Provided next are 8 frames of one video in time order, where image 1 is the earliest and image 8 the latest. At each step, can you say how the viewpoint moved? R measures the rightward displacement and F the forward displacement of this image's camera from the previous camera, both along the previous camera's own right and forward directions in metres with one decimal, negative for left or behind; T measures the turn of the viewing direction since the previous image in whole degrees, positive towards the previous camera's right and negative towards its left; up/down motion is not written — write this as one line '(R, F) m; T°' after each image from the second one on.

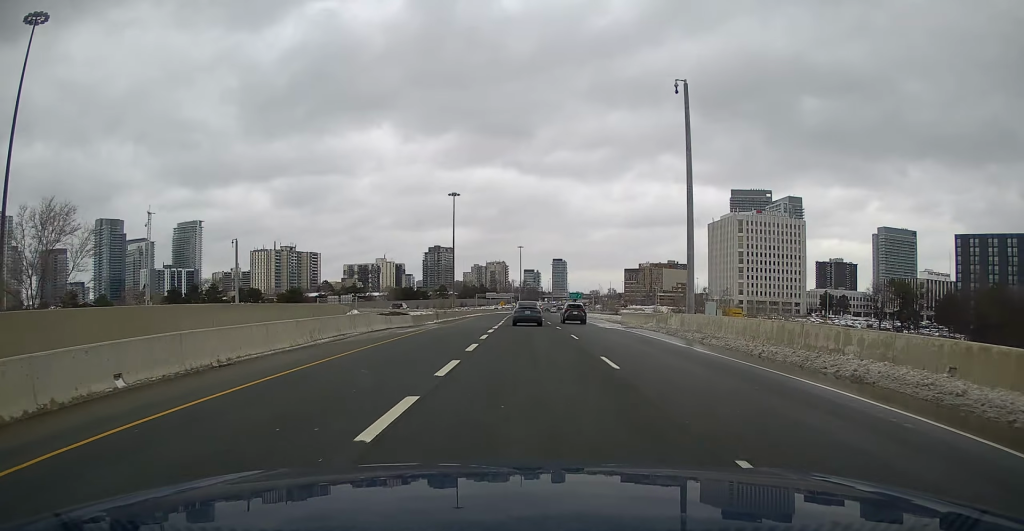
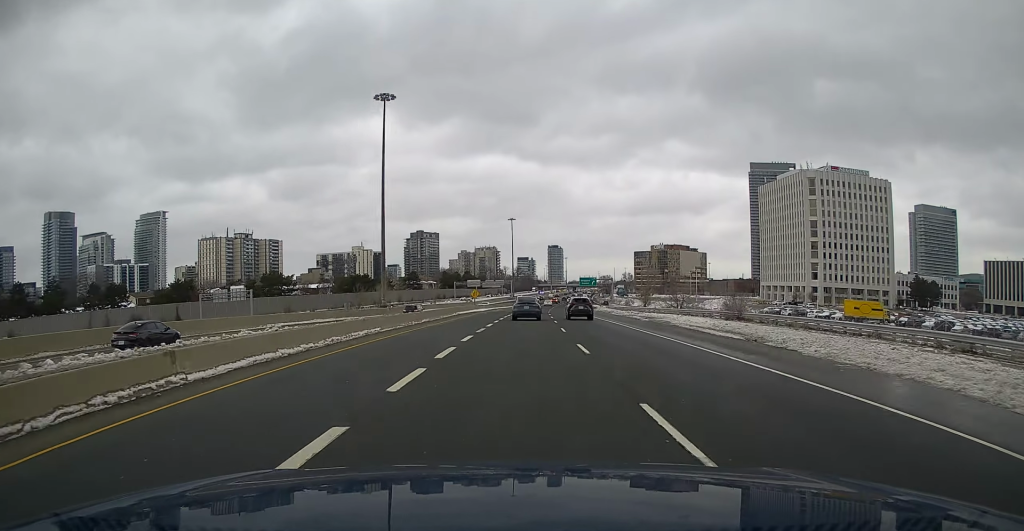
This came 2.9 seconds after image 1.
(-0.4, +78.7) m; +1°
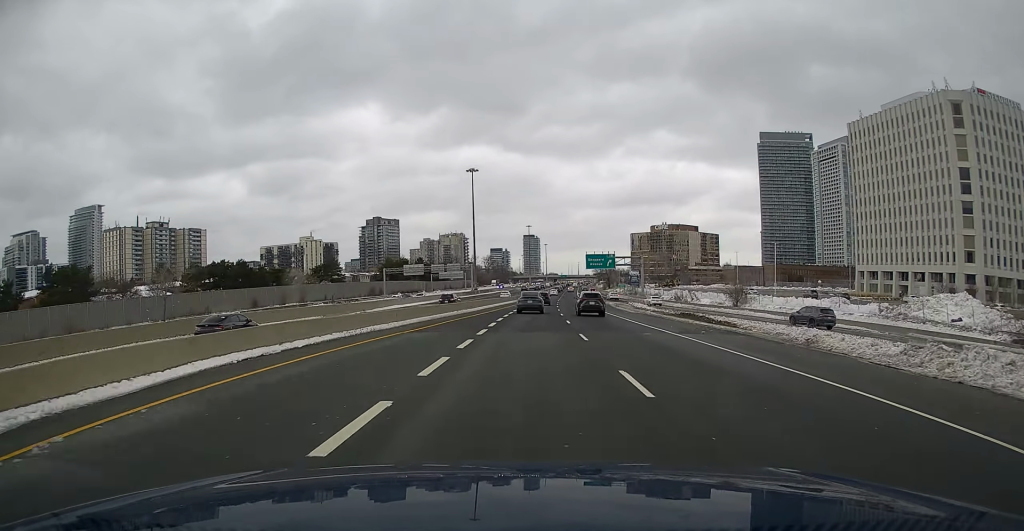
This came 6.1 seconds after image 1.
(+1.4, +90.3) m; +2°
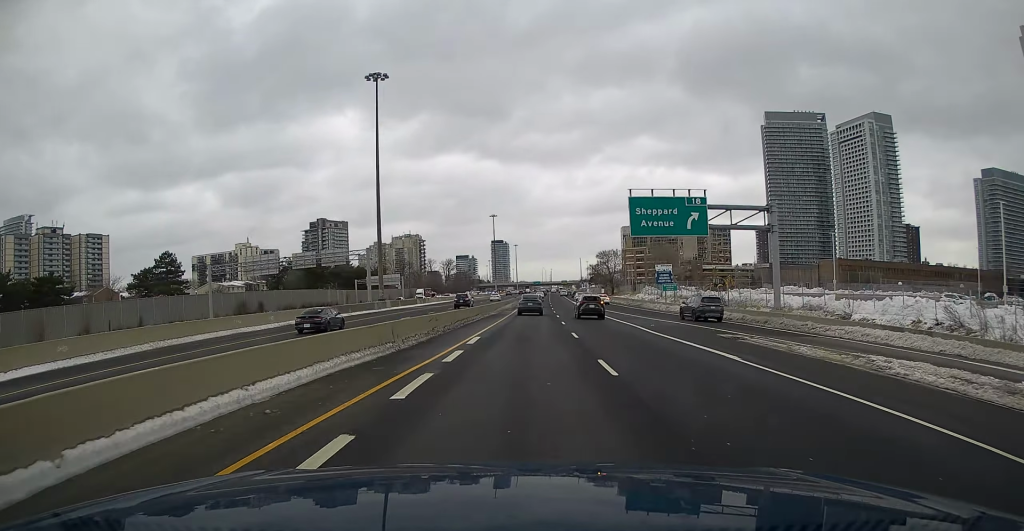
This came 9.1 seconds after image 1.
(+1.6, +82.1) m; +2°
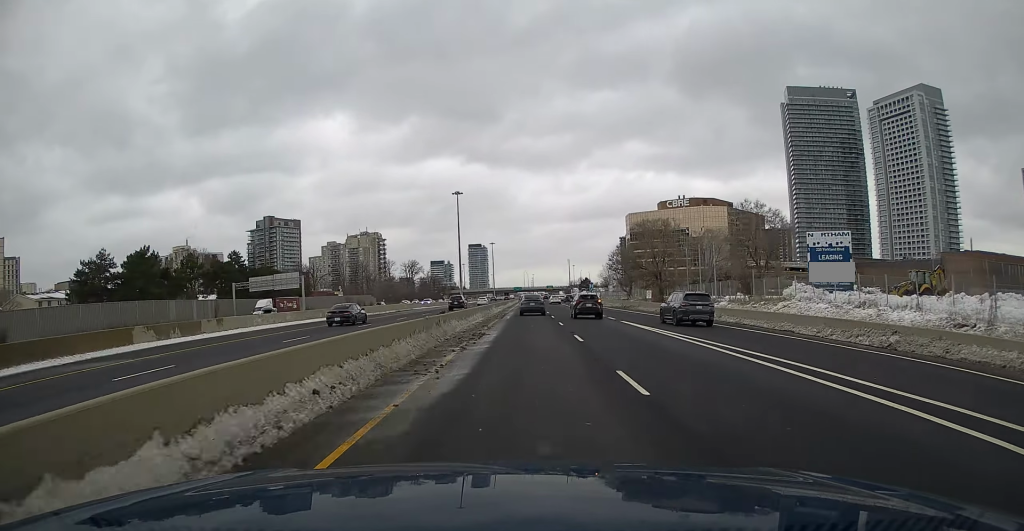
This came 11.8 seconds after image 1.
(+1.1, +73.3) m; +1°
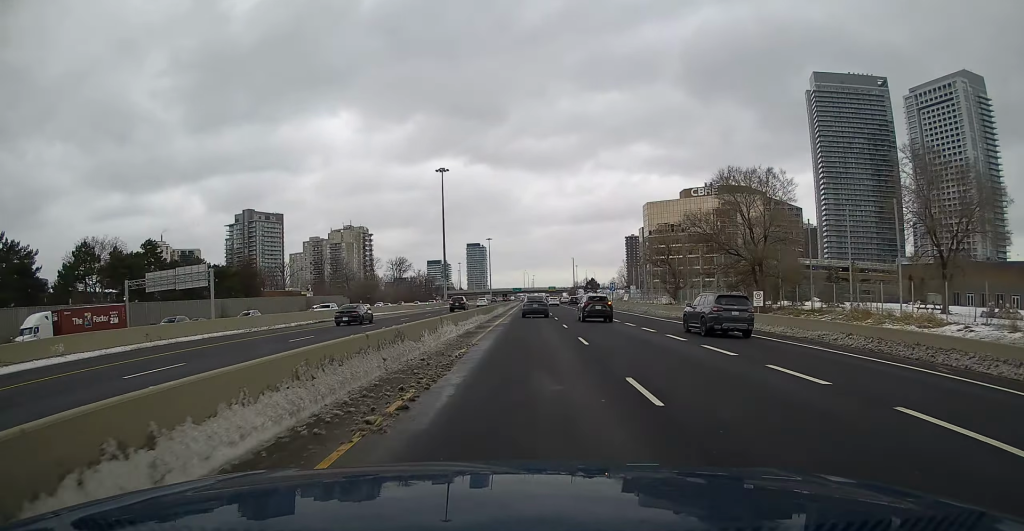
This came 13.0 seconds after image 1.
(+0.2, +34.8) m; 0°
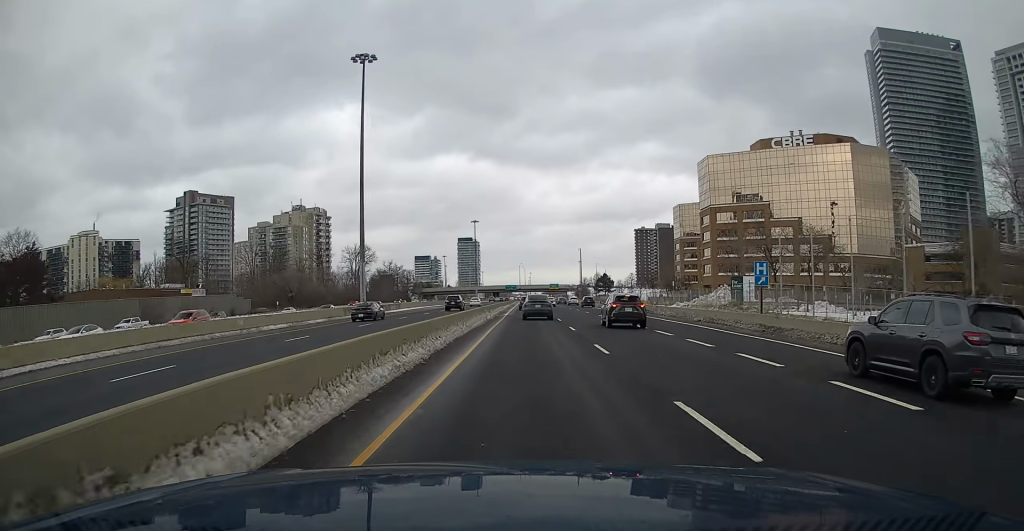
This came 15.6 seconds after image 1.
(+0.1, +71.7) m; 0°
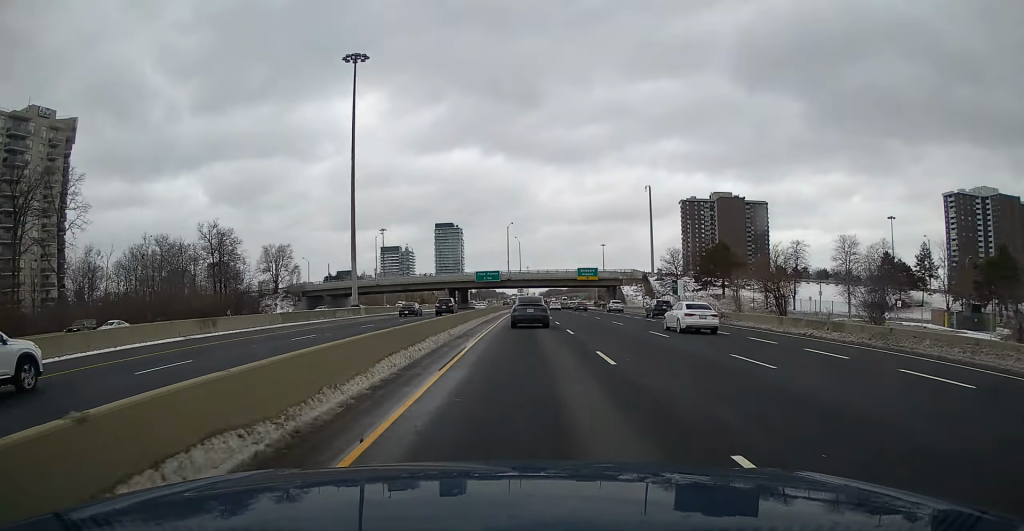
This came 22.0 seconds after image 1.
(+0.9, +179.9) m; +1°
